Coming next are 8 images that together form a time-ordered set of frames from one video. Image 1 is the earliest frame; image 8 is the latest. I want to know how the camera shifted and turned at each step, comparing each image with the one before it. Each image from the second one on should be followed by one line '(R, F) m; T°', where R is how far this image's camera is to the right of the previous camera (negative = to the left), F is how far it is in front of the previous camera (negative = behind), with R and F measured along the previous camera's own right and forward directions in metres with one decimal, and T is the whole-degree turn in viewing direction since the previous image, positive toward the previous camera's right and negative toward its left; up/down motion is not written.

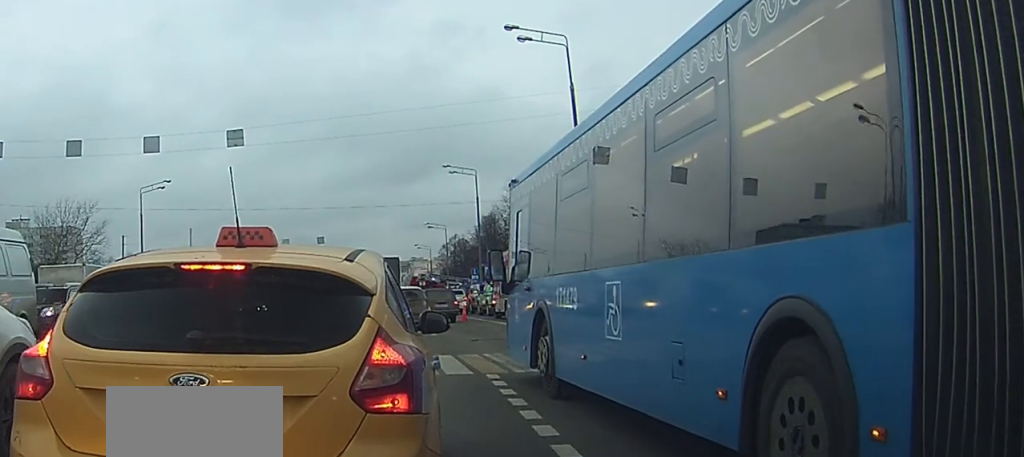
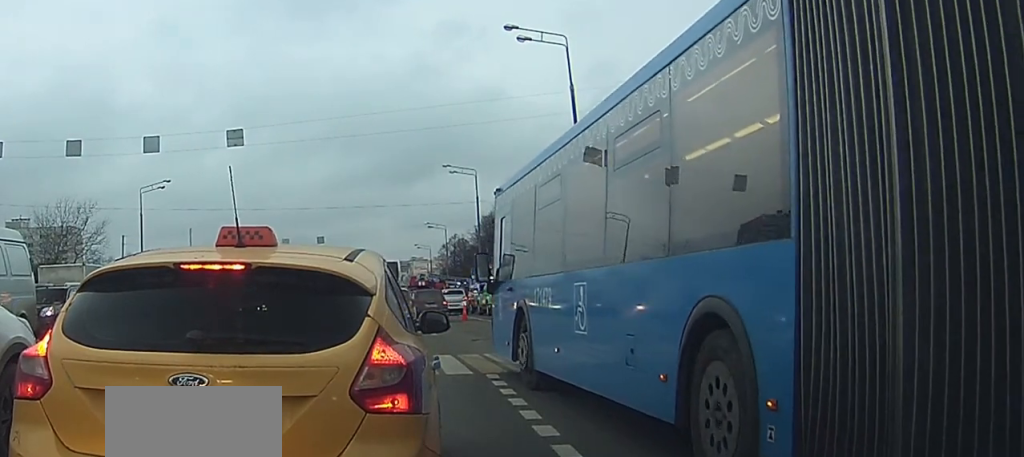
(0.0, 0.0) m; 0°
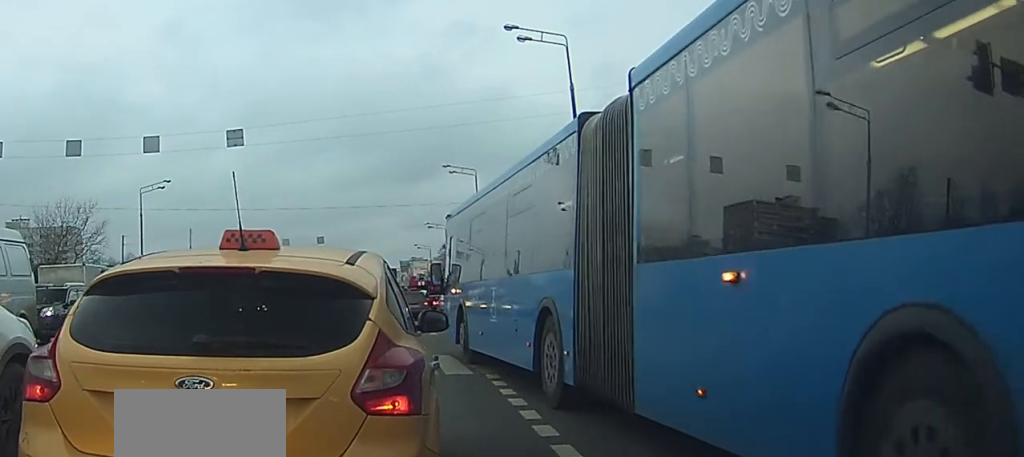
(0.0, +0.1) m; 0°
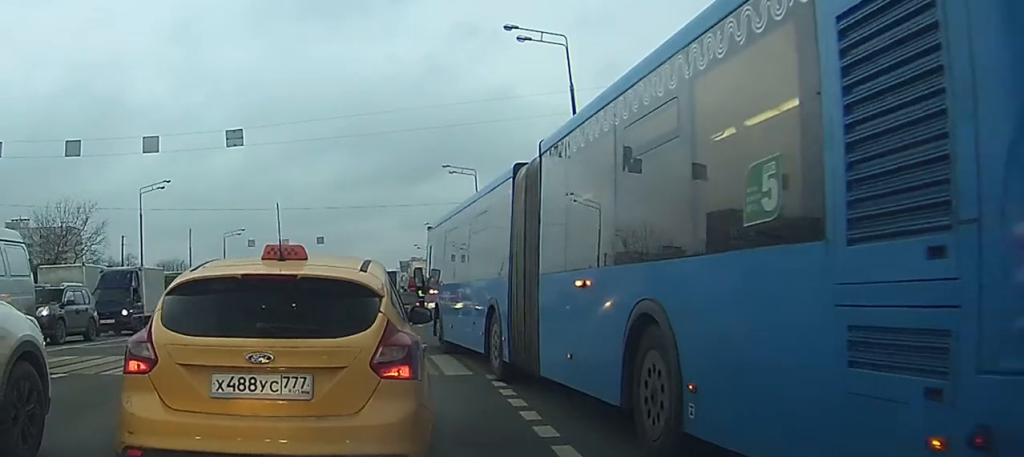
(0.0, +0.1) m; 0°
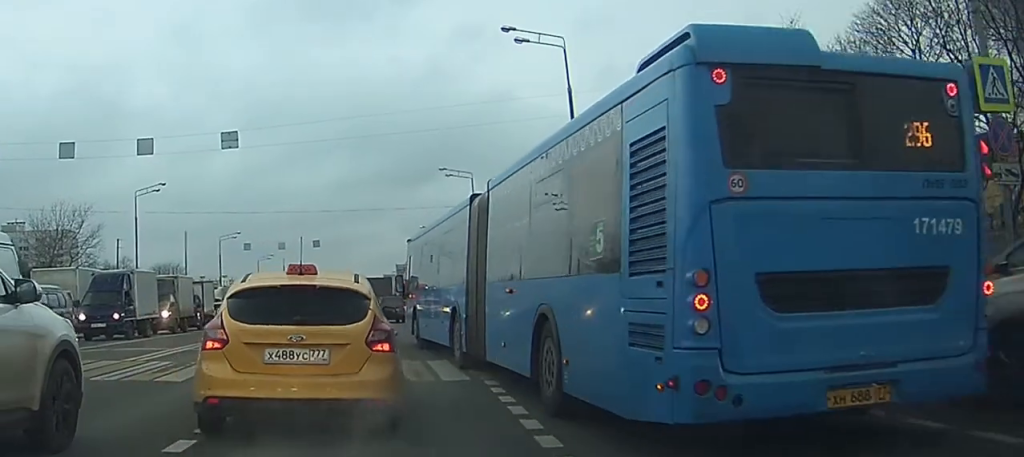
(-0.1, +0.2) m; 0°
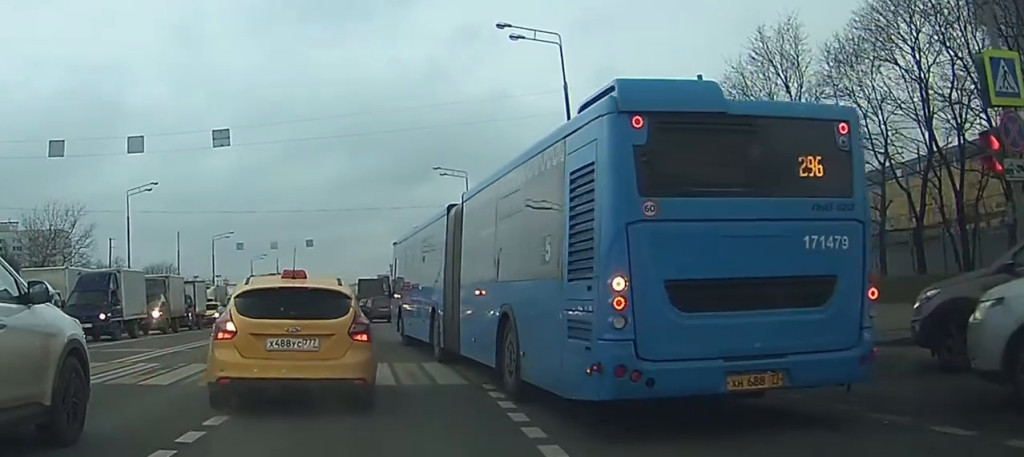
(0.0, +0.3) m; 0°
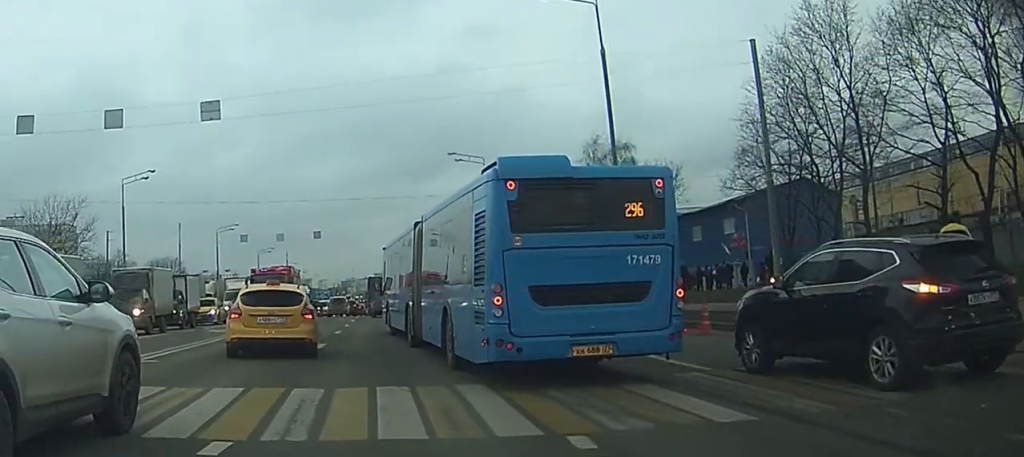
(+0.3, +2.5) m; 0°
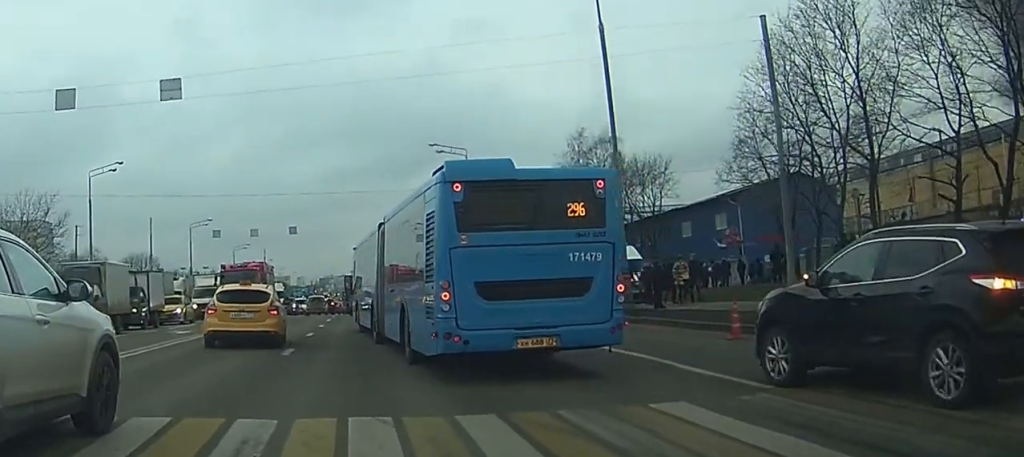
(-0.2, +2.0) m; -2°
